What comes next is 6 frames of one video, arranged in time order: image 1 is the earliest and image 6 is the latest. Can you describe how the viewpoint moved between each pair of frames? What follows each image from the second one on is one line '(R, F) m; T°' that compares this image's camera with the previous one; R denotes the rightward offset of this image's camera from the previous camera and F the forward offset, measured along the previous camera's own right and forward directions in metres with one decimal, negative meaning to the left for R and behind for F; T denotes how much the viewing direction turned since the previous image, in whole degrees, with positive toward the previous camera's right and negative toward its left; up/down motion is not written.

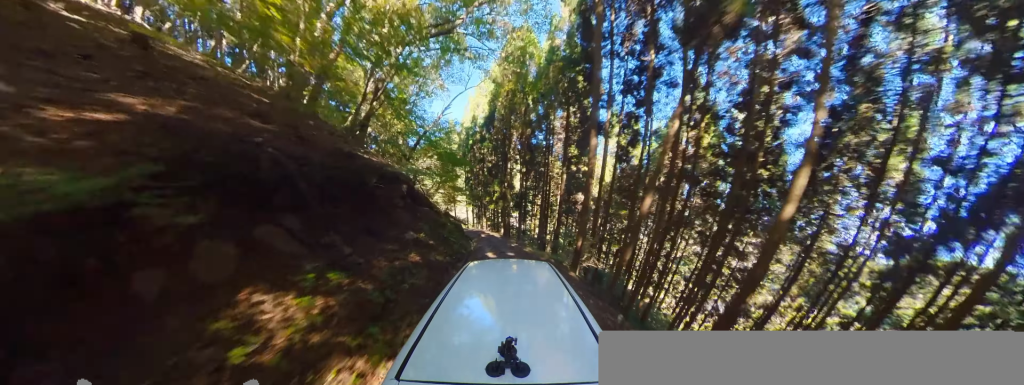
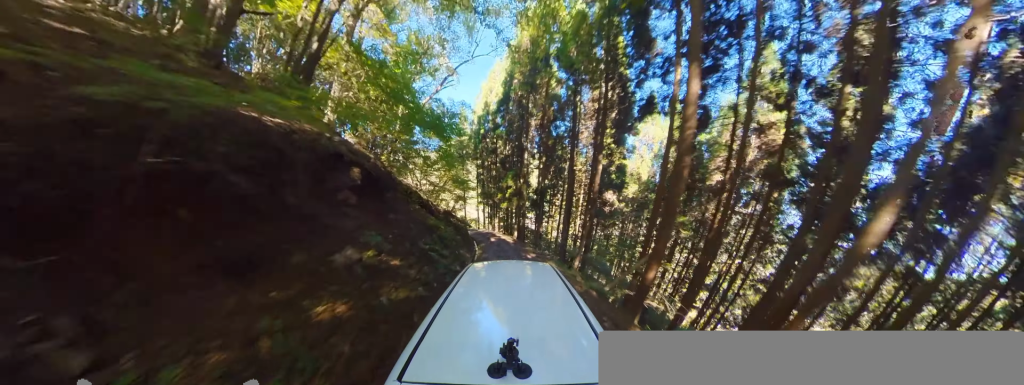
(-0.7, +2.6) m; -5°
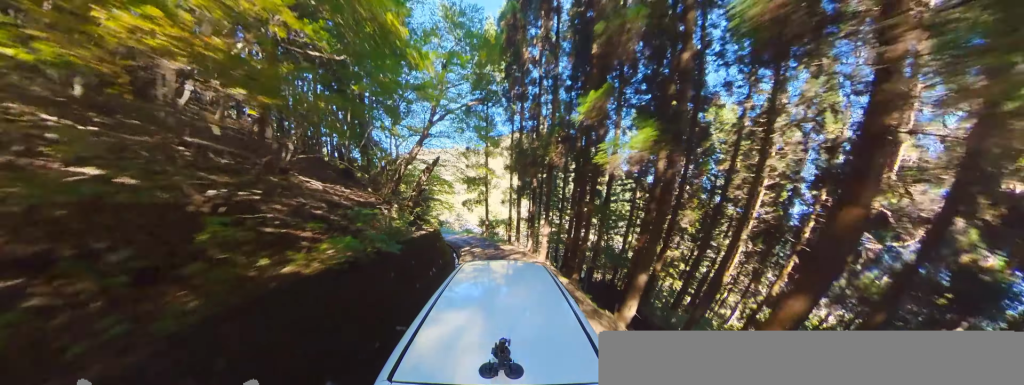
(+0.1, +11.3) m; +5°
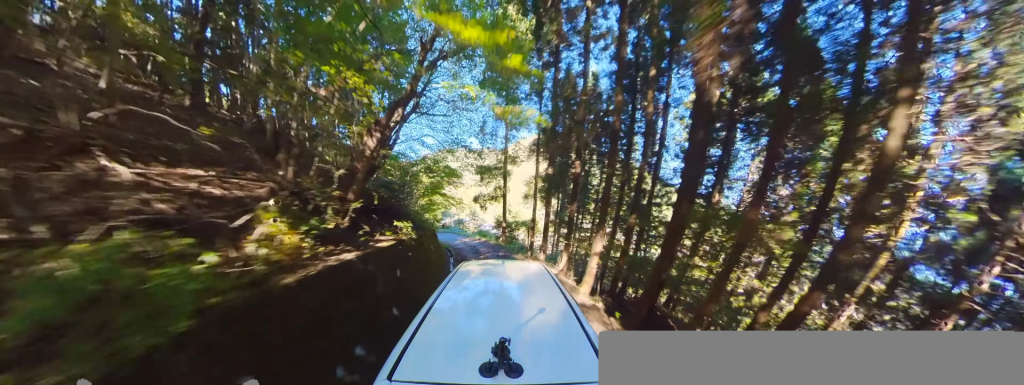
(0.0, +2.8) m; -16°
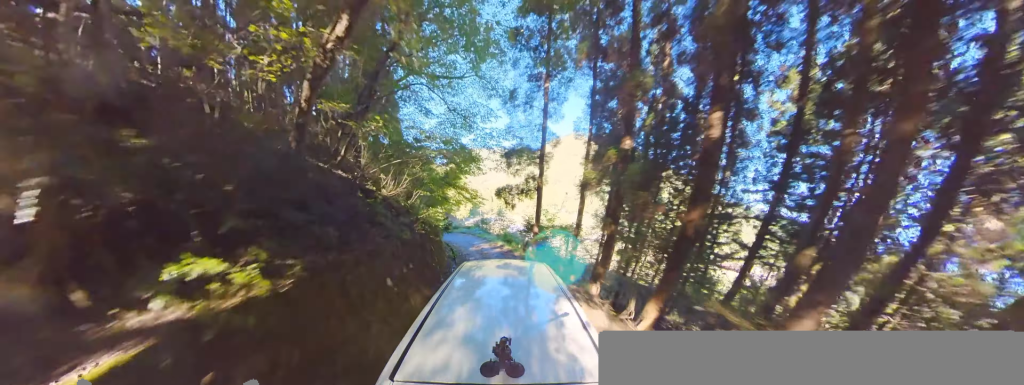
(-0.6, +3.0) m; -21°
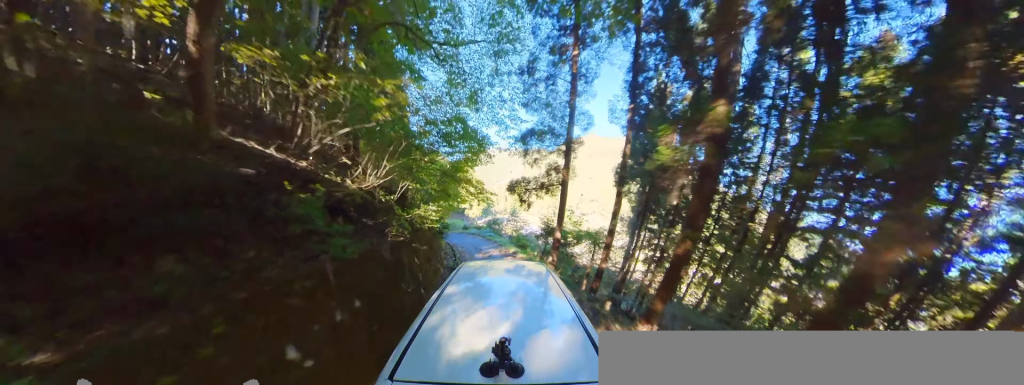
(-0.3, +1.8) m; -12°
